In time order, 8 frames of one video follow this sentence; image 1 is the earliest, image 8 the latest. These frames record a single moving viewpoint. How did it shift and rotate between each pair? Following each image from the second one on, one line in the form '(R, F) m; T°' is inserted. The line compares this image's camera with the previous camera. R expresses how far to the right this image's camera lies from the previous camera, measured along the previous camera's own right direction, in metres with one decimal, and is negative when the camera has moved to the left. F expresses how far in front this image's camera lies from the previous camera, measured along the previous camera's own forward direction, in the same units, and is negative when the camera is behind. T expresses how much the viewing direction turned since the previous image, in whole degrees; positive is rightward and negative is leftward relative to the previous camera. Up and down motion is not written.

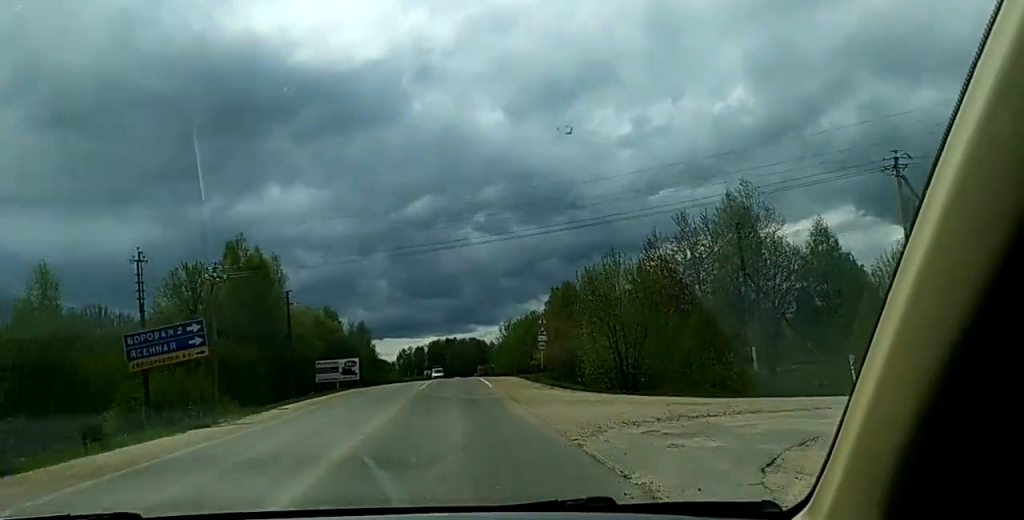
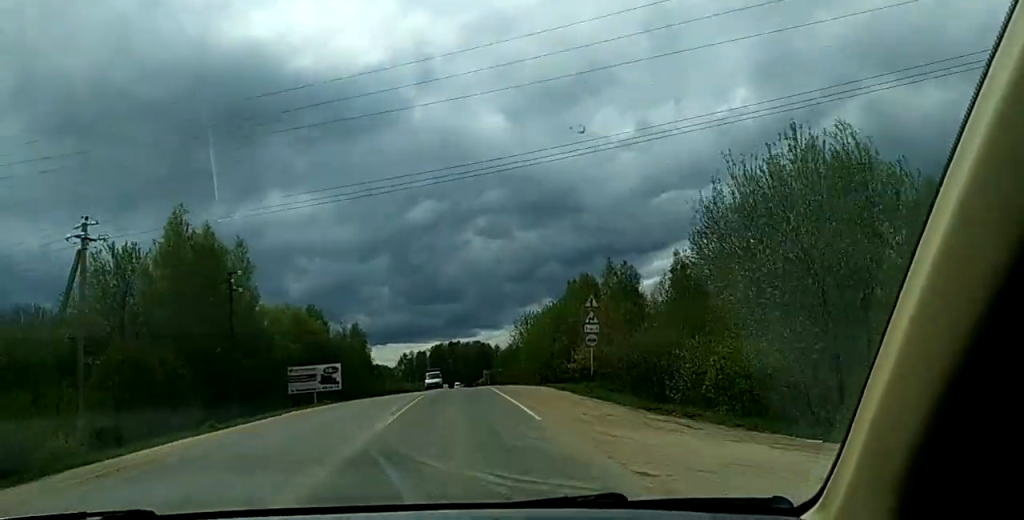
(+0.3, +21.0) m; +1°
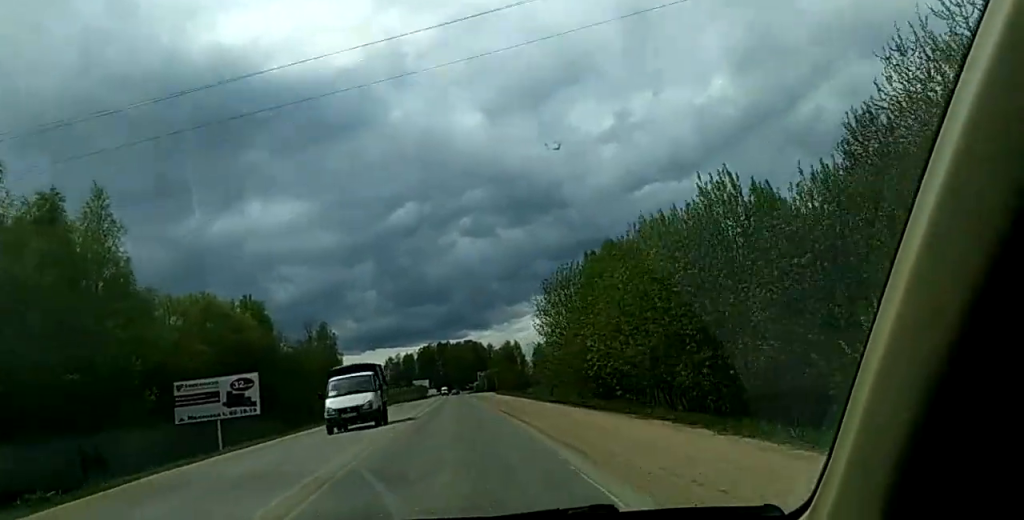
(+0.5, +34.6) m; +1°
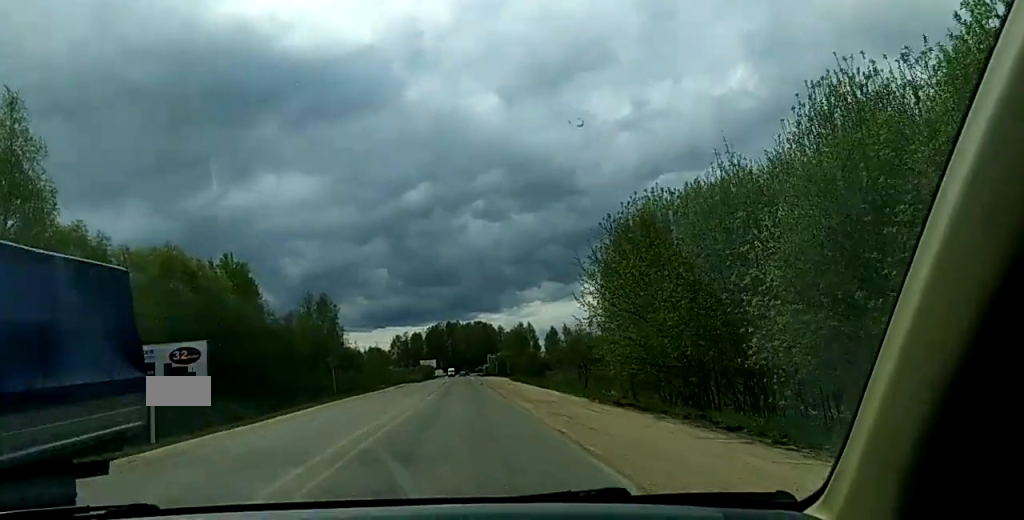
(+0.1, +14.1) m; -1°
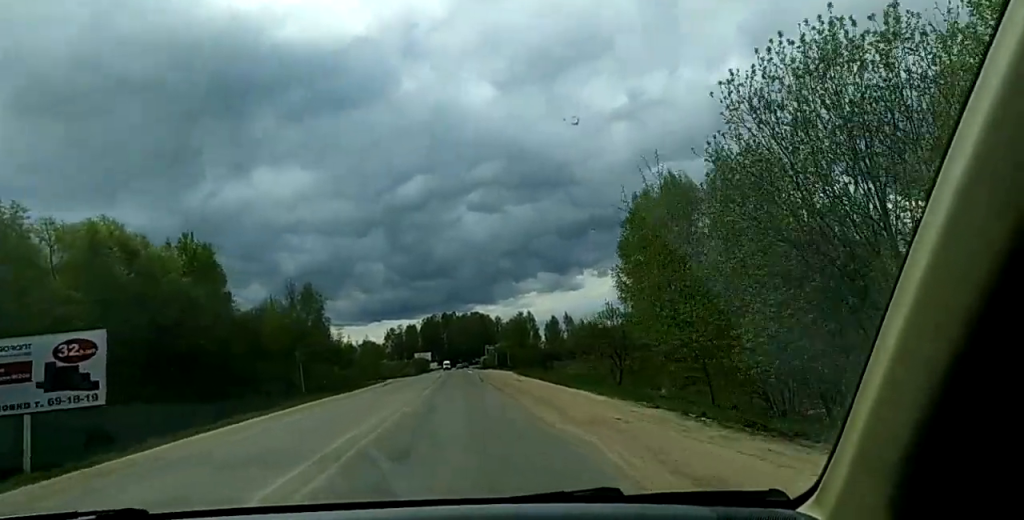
(-0.3, +12.4) m; -1°
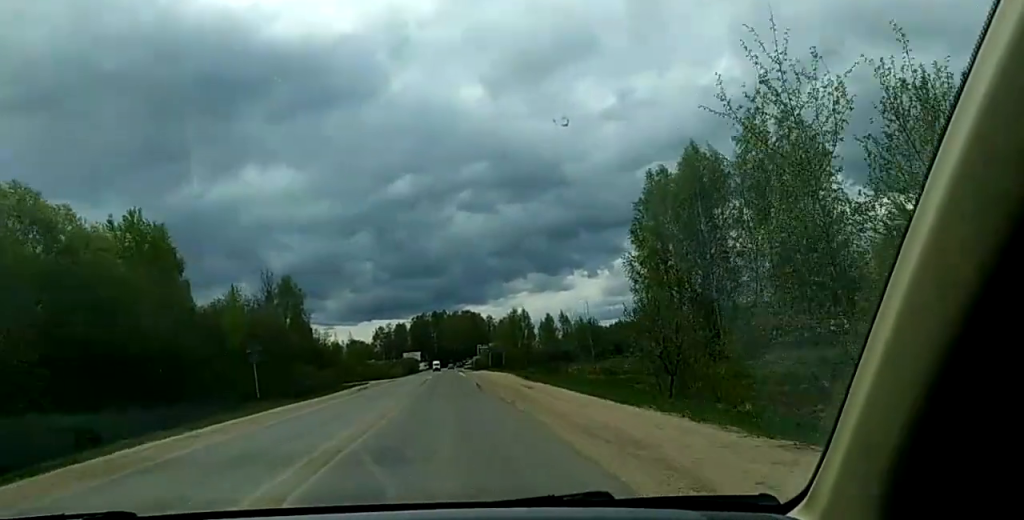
(-0.1, +10.7) m; 0°
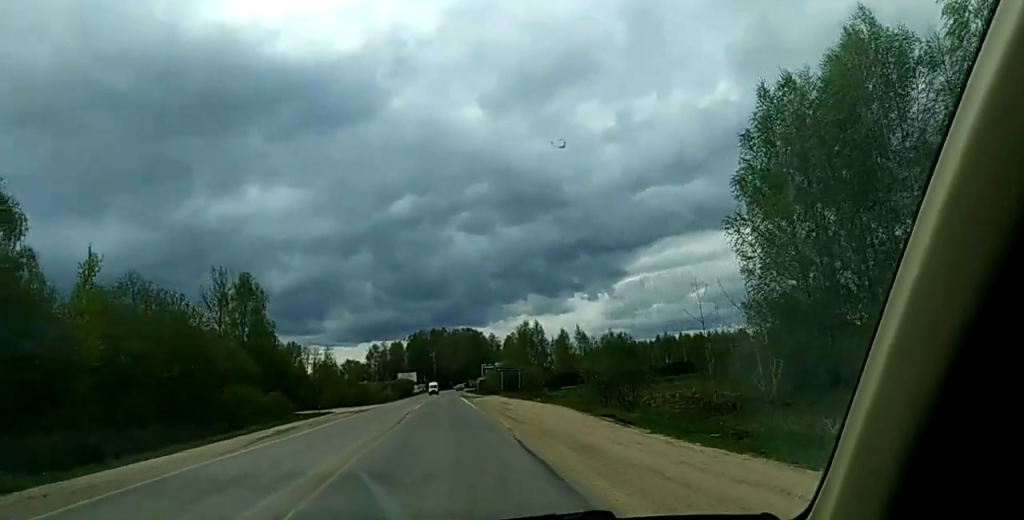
(+0.1, +28.5) m; 0°
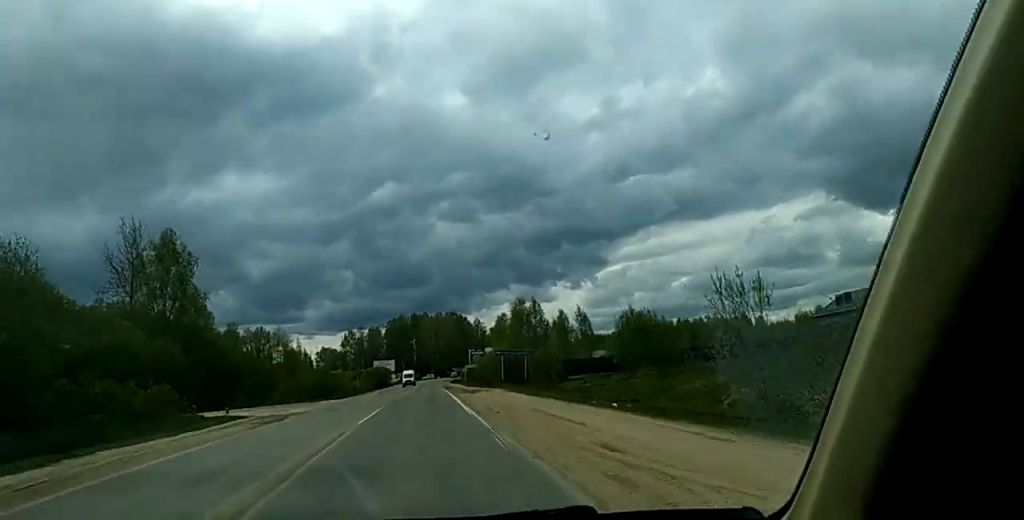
(+0.2, +24.8) m; 0°
